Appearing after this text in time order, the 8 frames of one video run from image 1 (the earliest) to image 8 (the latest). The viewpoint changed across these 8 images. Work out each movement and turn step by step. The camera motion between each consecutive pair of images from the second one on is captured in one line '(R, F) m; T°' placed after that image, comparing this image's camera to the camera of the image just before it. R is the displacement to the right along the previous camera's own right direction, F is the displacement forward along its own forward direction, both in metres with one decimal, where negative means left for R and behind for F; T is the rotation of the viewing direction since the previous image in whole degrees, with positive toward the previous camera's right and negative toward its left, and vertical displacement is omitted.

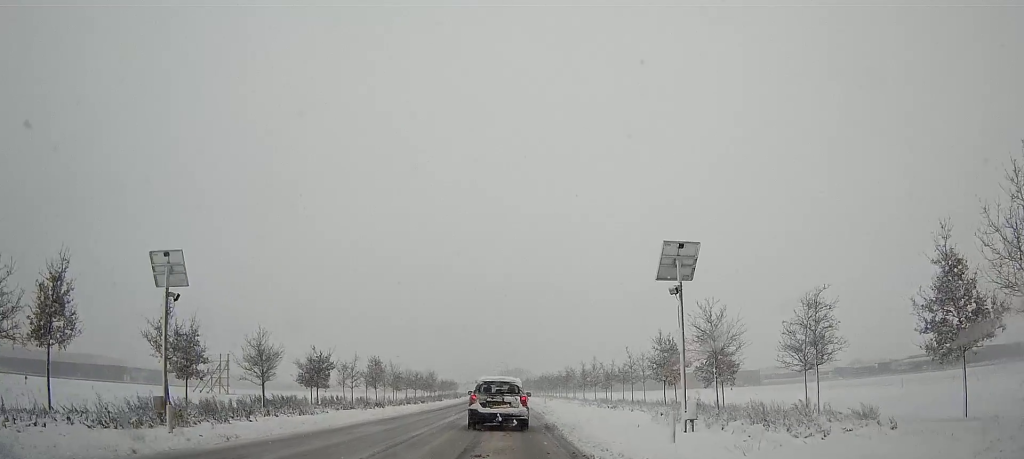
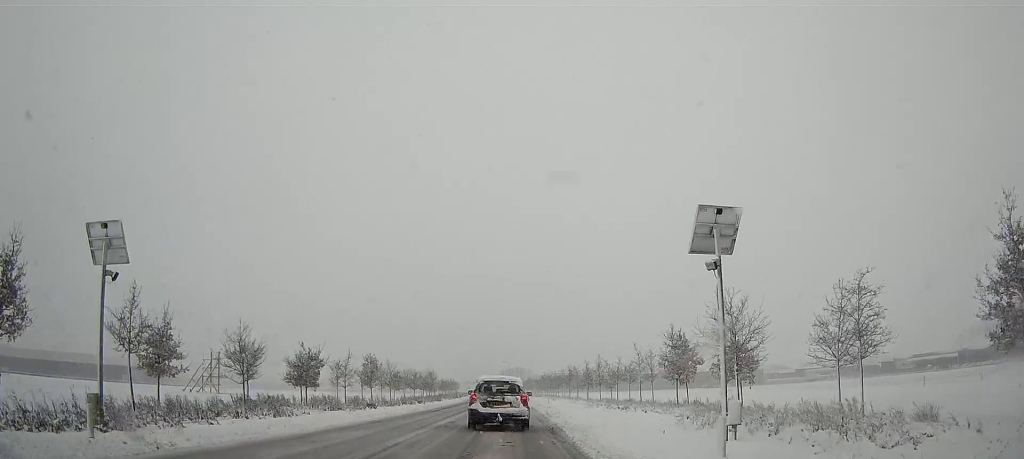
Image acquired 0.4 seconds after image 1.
(0.0, +3.5) m; 0°
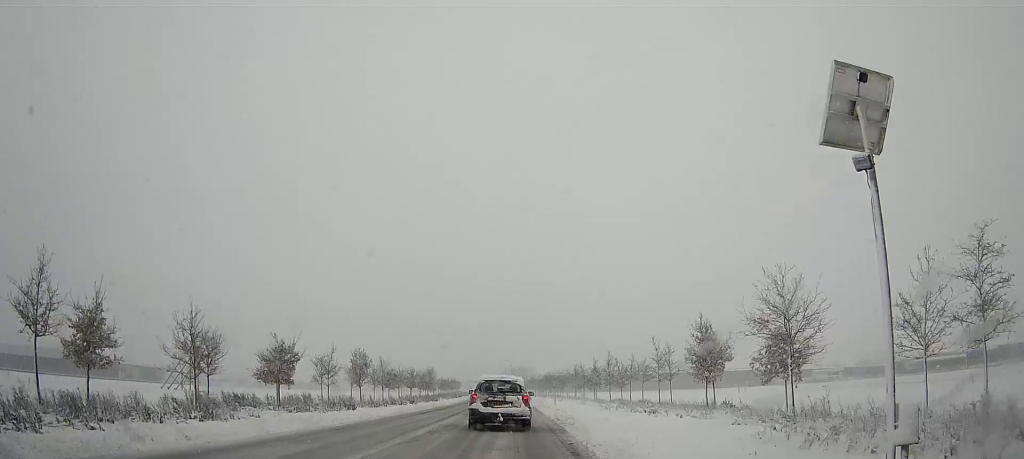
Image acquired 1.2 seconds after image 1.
(0.0, +6.7) m; 0°
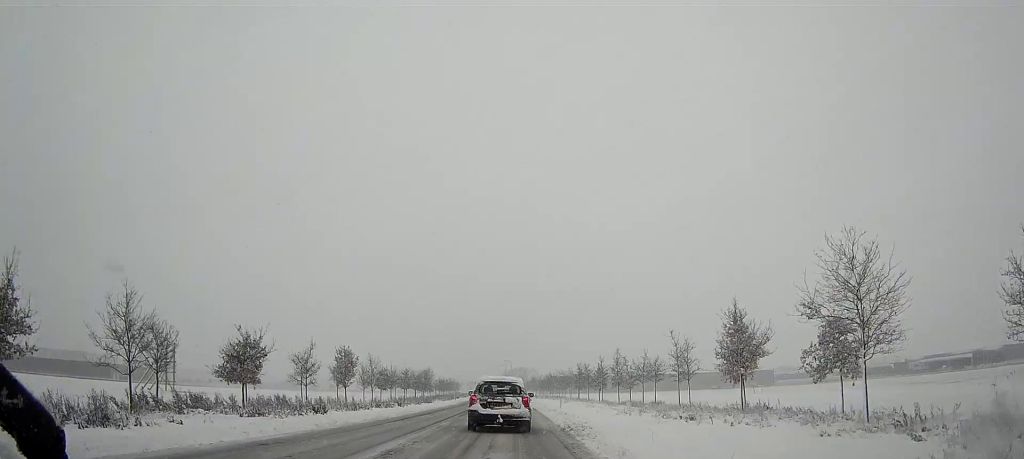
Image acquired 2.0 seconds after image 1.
(0.0, +6.4) m; 0°
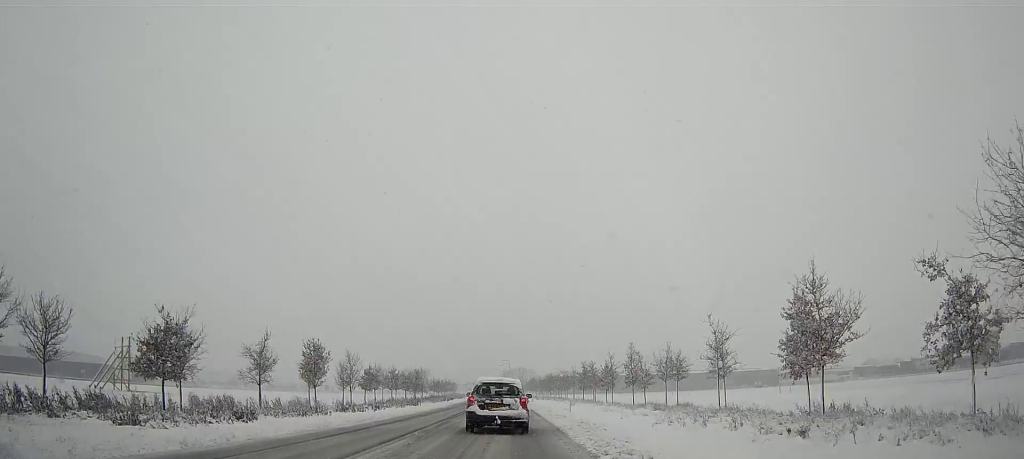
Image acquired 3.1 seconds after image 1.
(0.0, +9.7) m; 0°
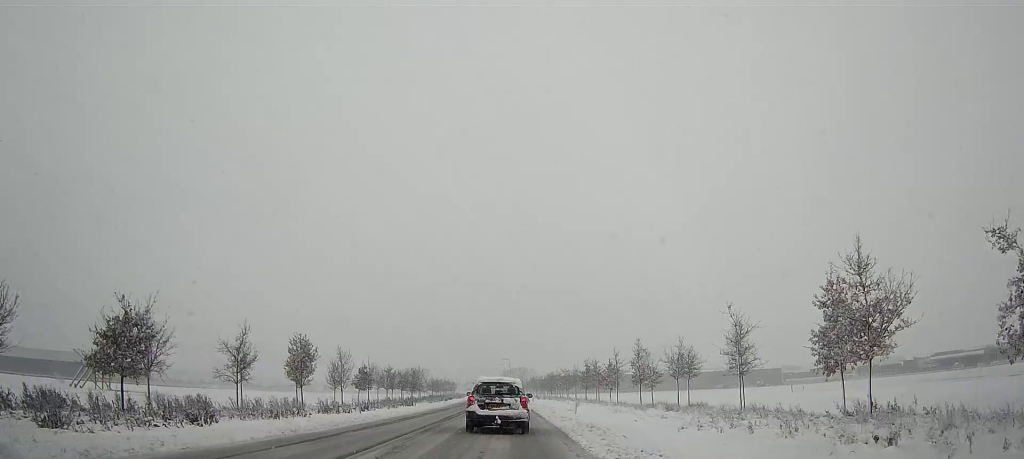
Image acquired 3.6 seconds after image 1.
(0.0, +3.6) m; 0°
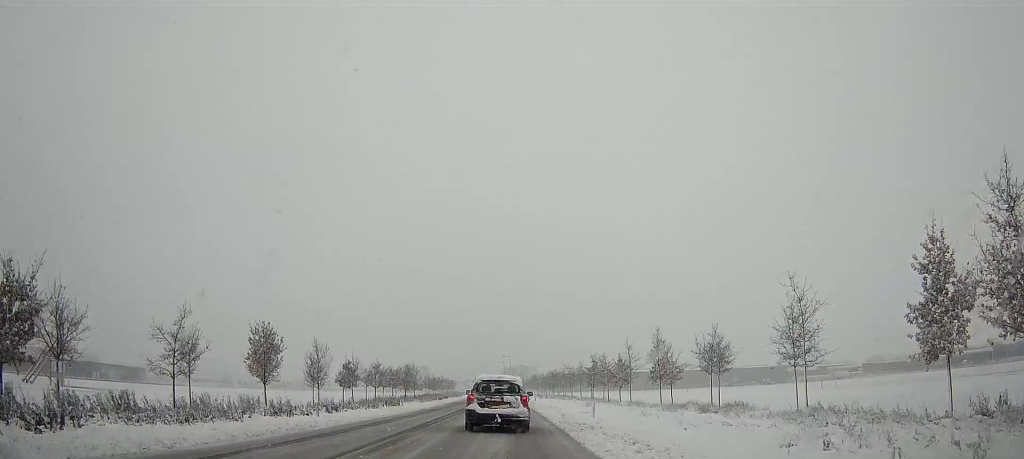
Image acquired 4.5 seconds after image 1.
(-0.1, +7.8) m; 0°
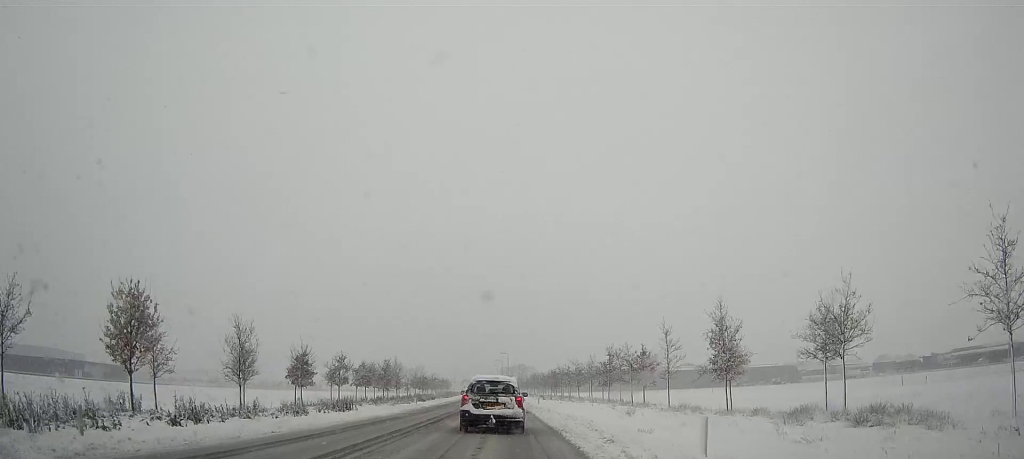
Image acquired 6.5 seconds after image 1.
(+0.2, +16.0) m; 0°
